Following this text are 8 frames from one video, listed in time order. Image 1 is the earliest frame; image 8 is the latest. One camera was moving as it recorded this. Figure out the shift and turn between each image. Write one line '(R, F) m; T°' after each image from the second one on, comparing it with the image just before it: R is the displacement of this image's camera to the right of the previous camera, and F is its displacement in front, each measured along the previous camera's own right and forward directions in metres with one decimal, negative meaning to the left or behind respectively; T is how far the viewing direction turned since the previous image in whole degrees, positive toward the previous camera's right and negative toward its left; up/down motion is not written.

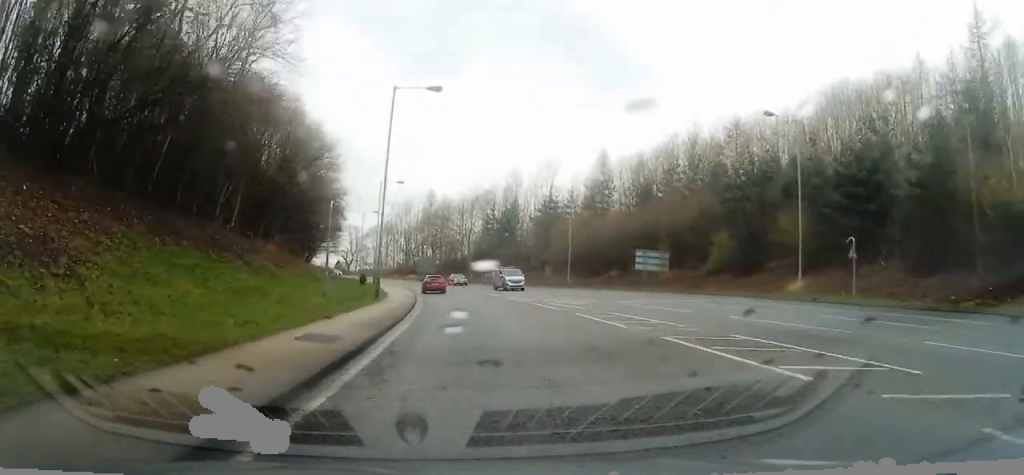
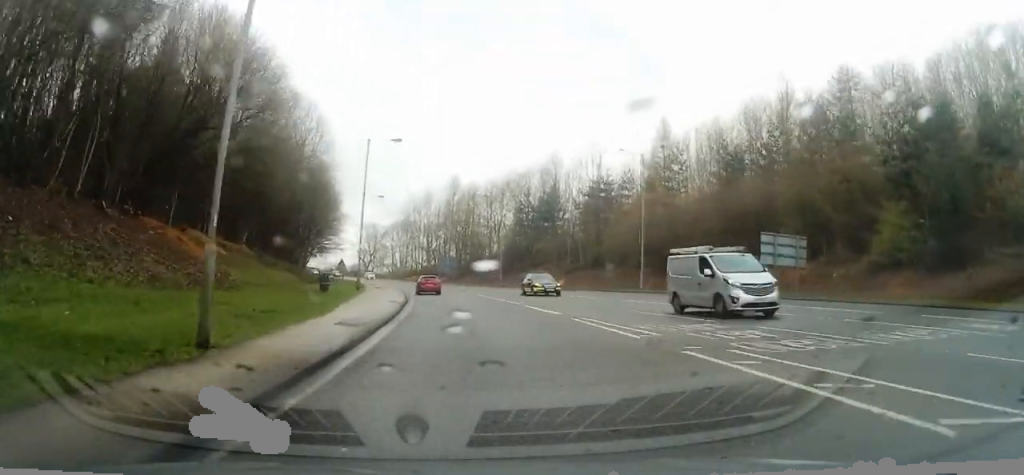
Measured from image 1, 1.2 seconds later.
(0.0, +21.3) m; 0°
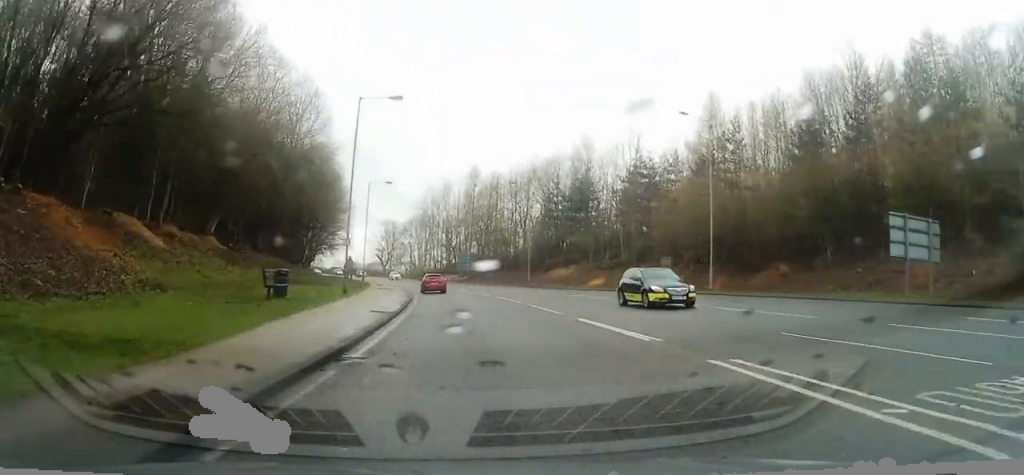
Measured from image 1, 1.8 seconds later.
(0.0, +10.6) m; 0°
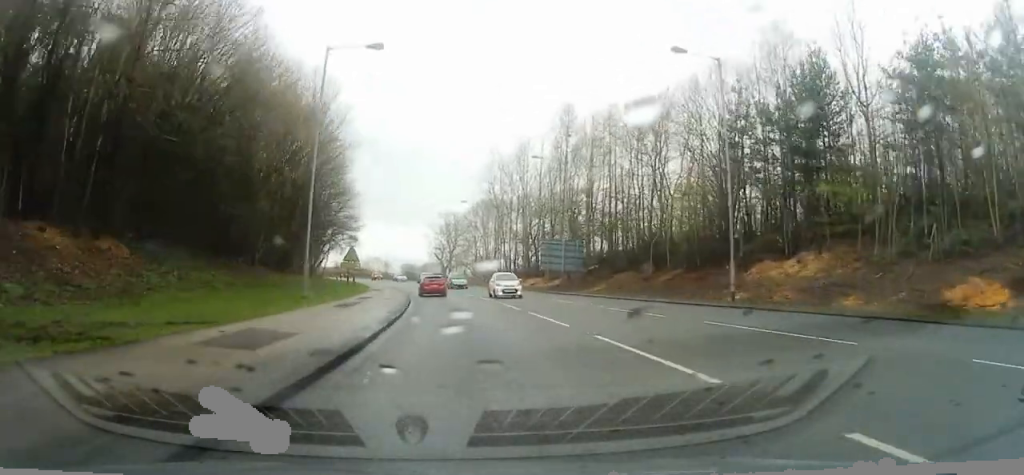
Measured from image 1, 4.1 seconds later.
(-1.1, +41.1) m; -6°
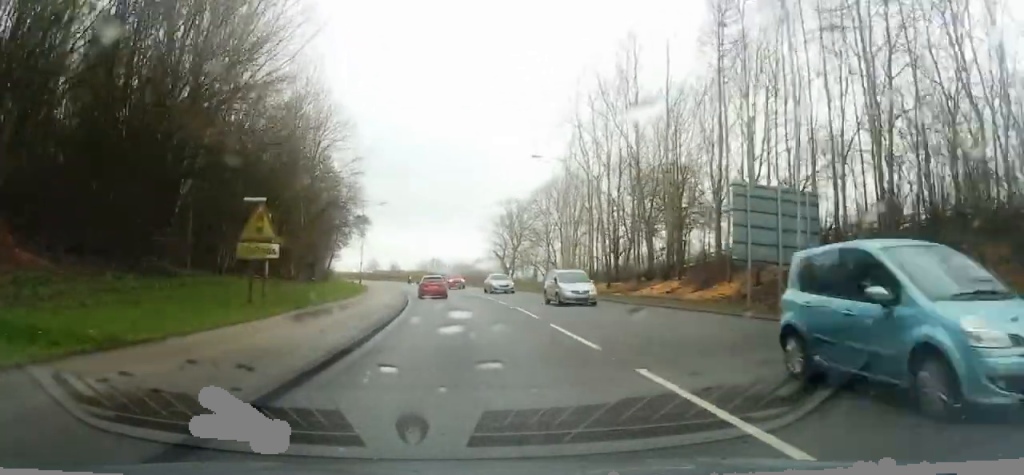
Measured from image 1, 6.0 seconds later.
(-2.3, +32.5) m; -5°
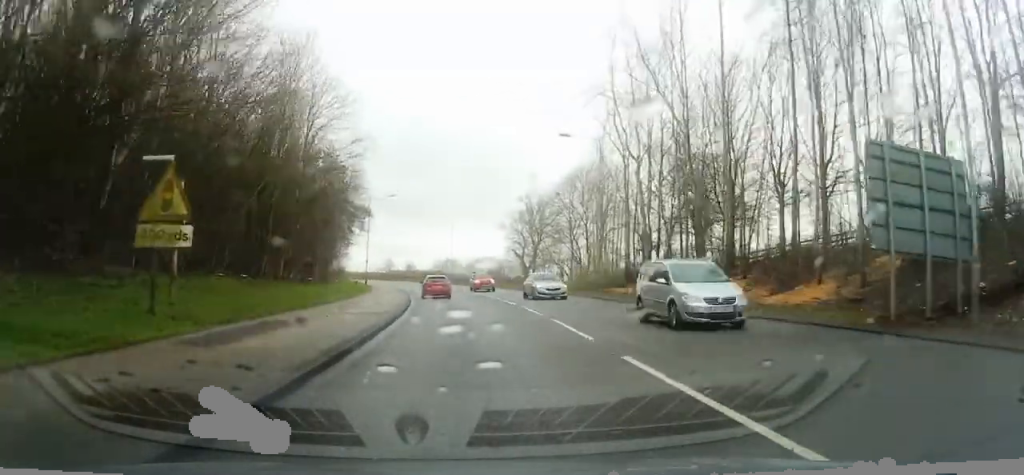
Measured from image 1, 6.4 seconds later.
(0.0, +7.7) m; -2°
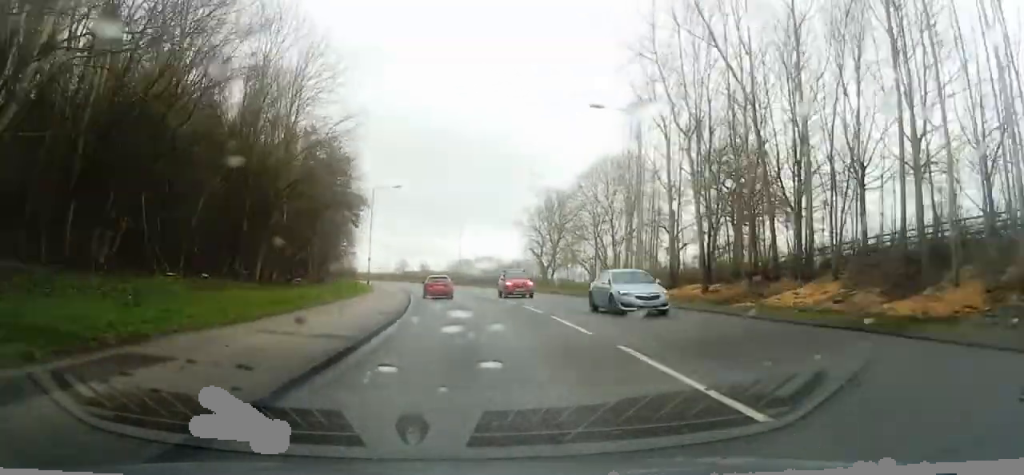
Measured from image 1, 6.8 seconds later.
(+0.3, +7.7) m; -3°
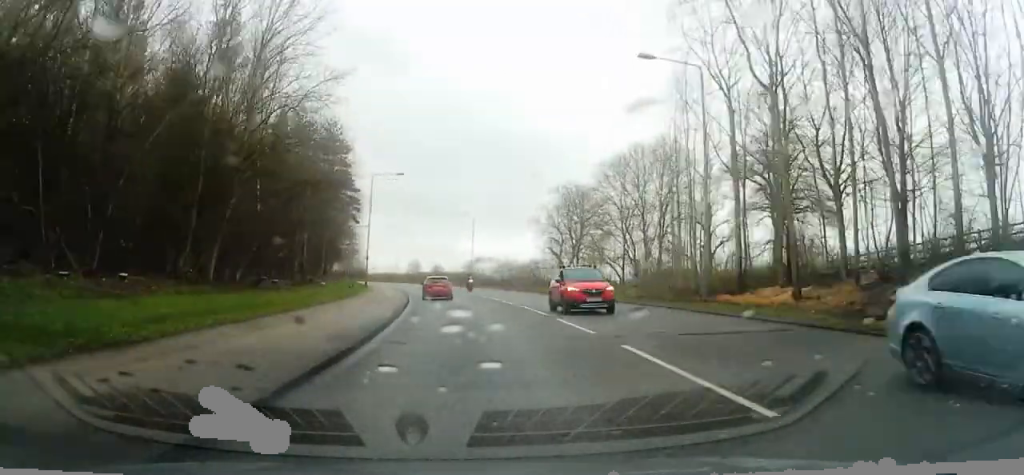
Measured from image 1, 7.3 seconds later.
(-0.4, +8.8) m; -1°
